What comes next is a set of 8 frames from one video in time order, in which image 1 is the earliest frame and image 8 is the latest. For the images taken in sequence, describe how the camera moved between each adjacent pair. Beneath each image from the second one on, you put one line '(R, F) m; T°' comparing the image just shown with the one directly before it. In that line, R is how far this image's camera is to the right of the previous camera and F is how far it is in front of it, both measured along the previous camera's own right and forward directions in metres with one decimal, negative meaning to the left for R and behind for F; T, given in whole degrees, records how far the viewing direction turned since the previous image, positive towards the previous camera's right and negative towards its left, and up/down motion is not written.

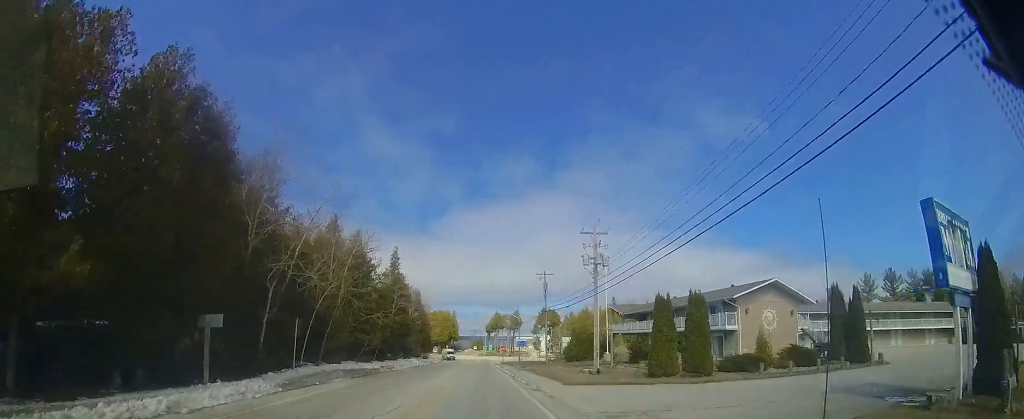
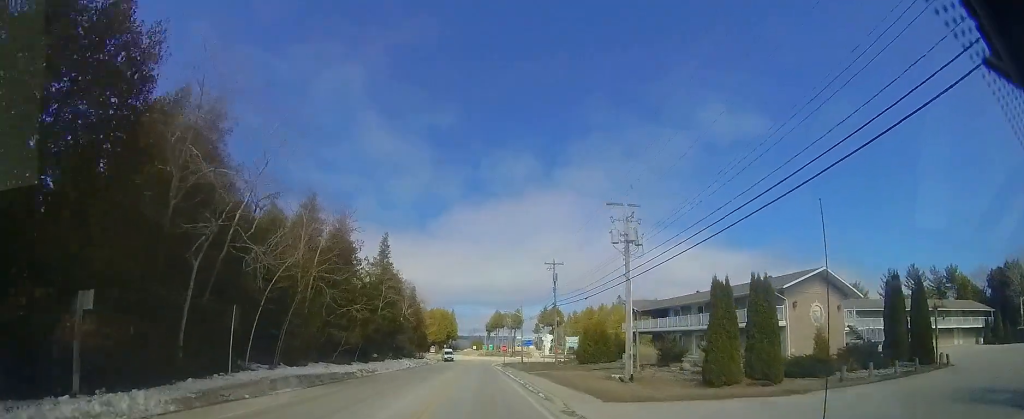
(0.0, +5.2) m; 0°
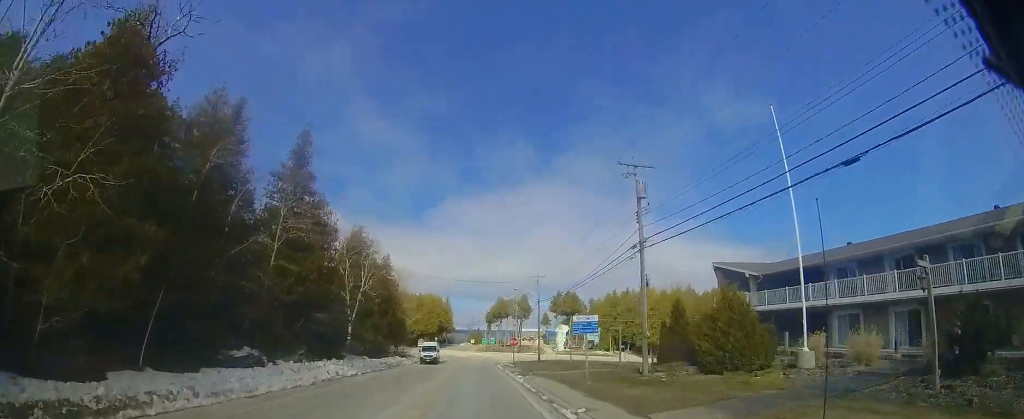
(0.0, +19.2) m; 0°
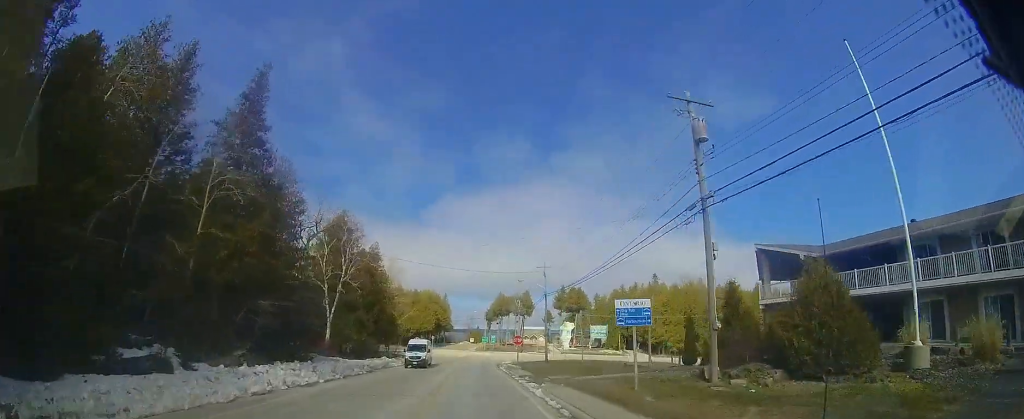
(0.0, +5.1) m; -1°
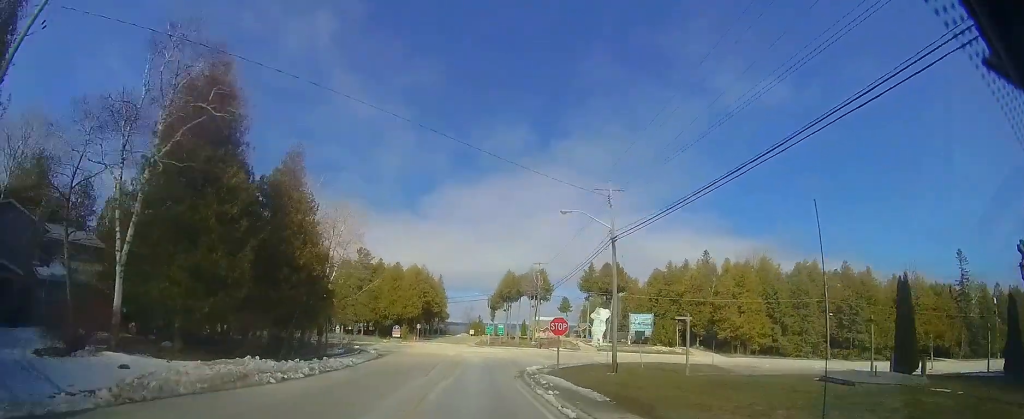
(-0.2, +20.5) m; +1°
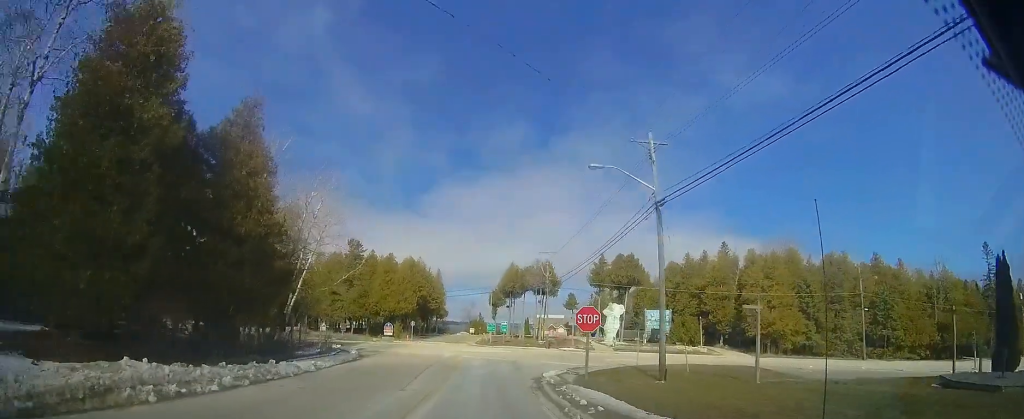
(+0.2, +5.6) m; +2°
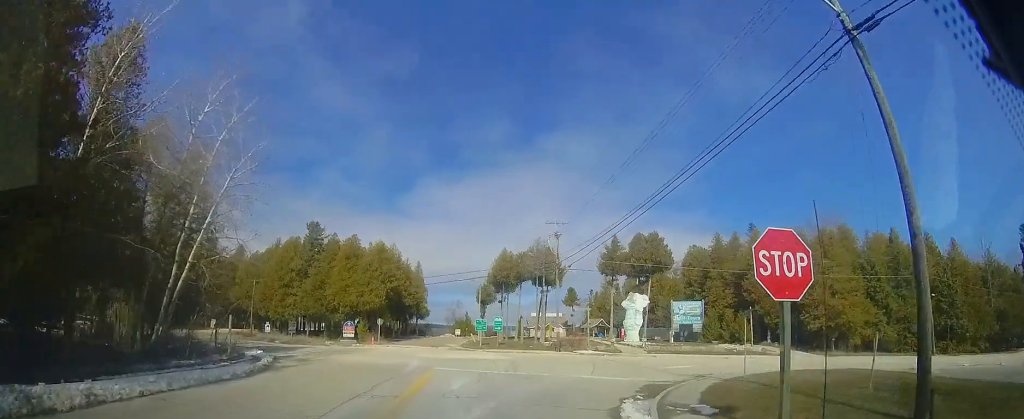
(+0.2, +11.3) m; +1°
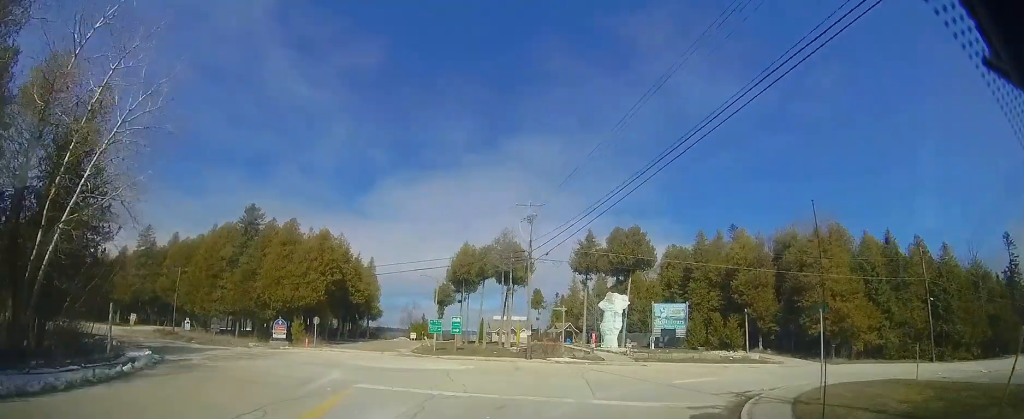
(0.0, +5.8) m; +3°
